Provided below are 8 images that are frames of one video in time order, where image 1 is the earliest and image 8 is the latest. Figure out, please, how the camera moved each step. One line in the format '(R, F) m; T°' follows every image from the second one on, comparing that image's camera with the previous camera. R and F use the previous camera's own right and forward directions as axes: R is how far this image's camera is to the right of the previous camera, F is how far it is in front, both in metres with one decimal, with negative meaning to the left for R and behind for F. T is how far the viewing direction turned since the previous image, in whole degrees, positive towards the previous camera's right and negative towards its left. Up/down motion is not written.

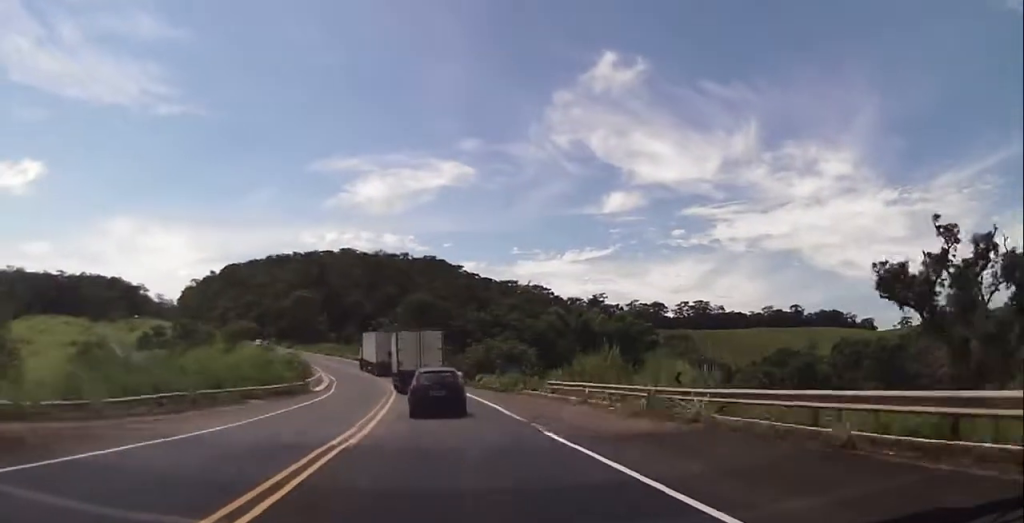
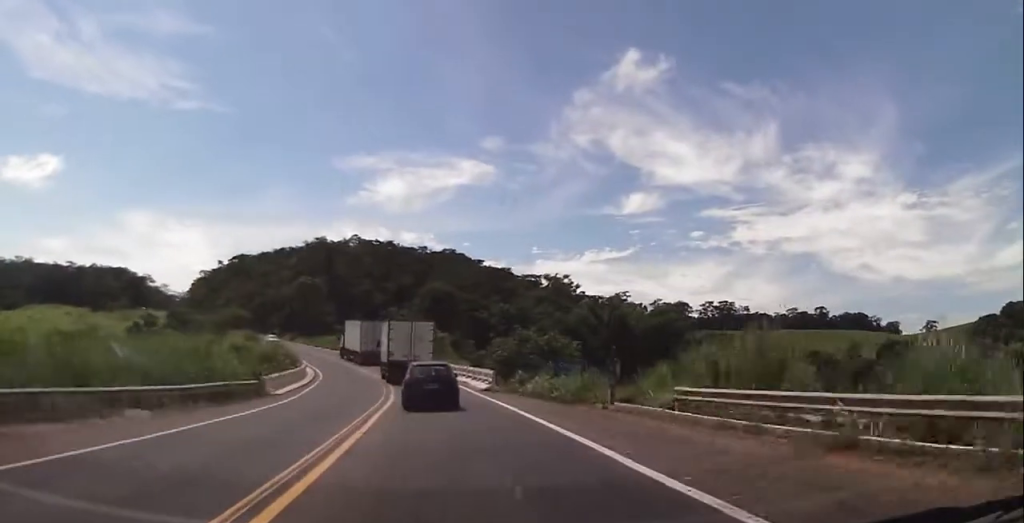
(-0.4, +14.7) m; -2°
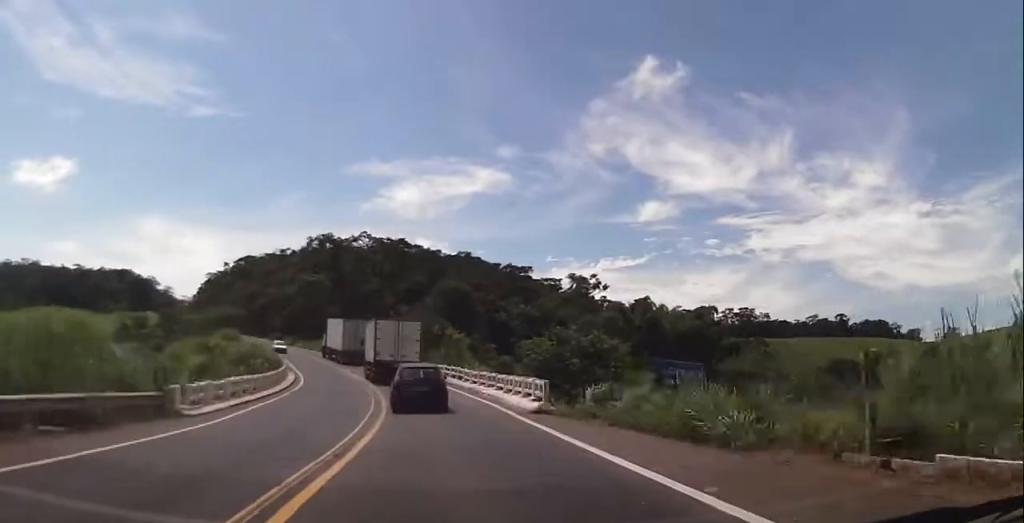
(-0.2, +12.0) m; -1°
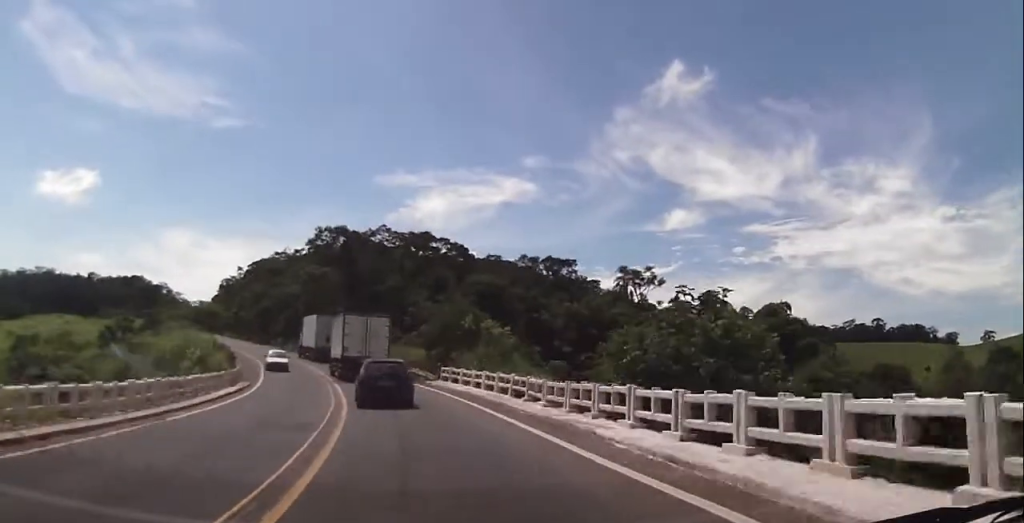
(-0.2, +18.2) m; -2°
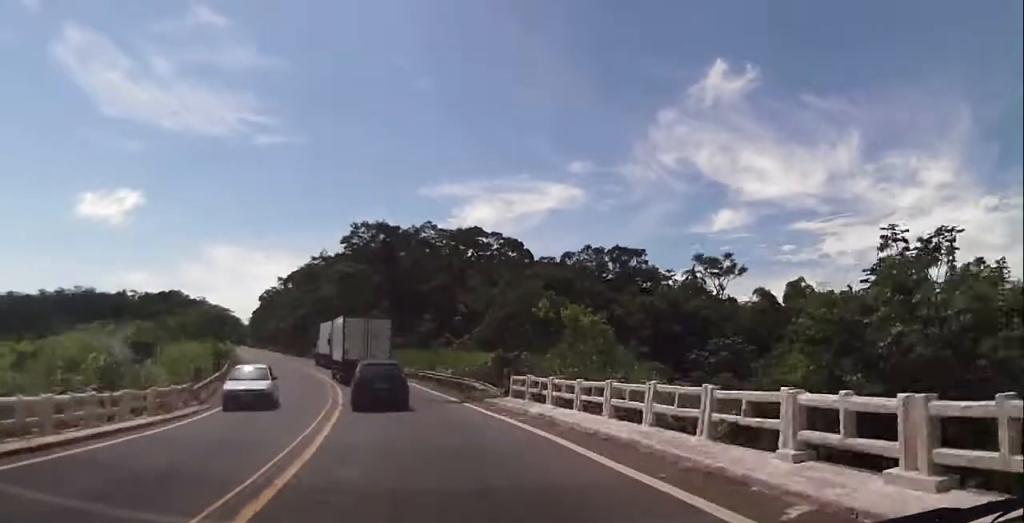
(0.0, +13.1) m; -3°
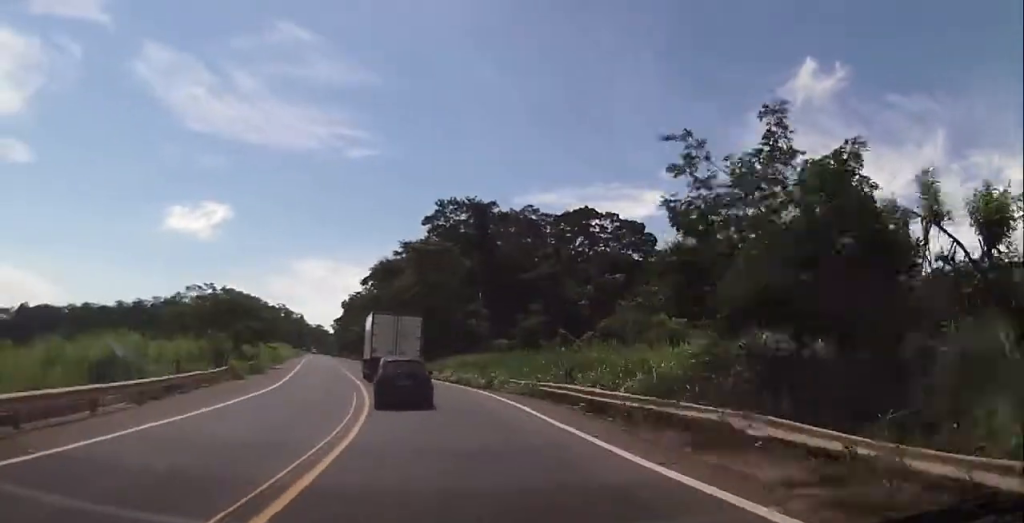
(-1.0, +20.2) m; -6°
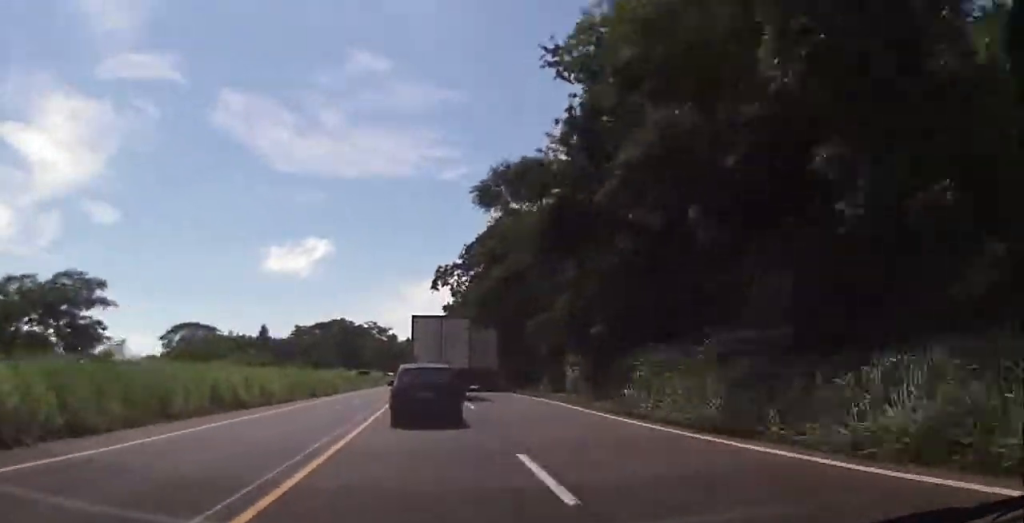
(-8.2, +58.1) m; -14°
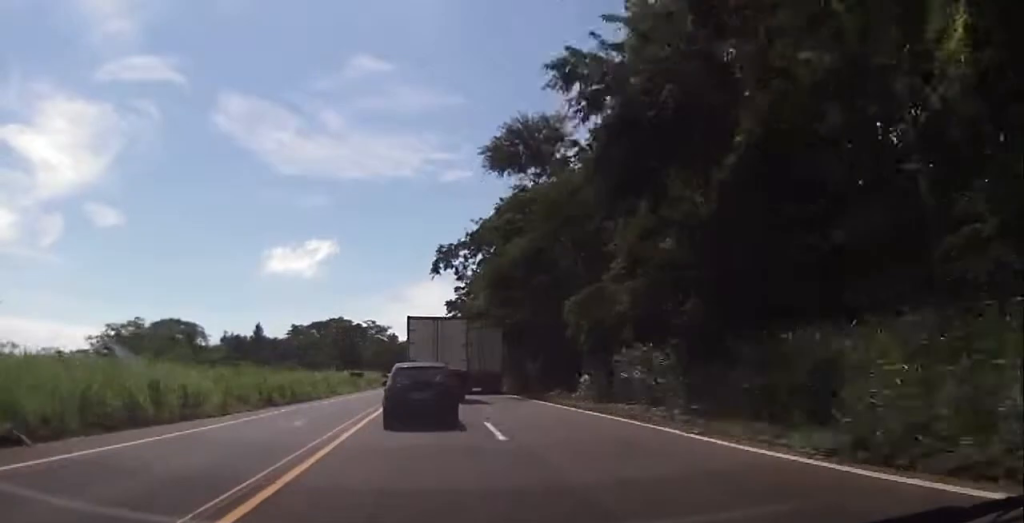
(-0.2, +10.1) m; -1°
